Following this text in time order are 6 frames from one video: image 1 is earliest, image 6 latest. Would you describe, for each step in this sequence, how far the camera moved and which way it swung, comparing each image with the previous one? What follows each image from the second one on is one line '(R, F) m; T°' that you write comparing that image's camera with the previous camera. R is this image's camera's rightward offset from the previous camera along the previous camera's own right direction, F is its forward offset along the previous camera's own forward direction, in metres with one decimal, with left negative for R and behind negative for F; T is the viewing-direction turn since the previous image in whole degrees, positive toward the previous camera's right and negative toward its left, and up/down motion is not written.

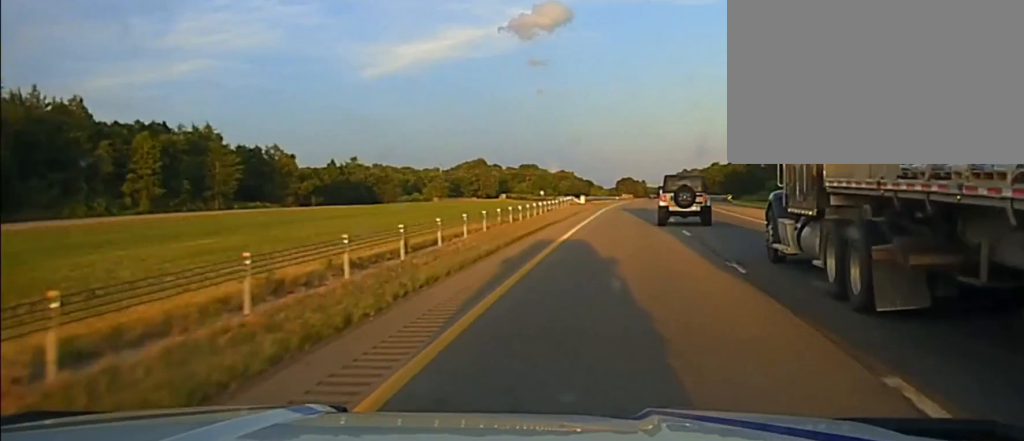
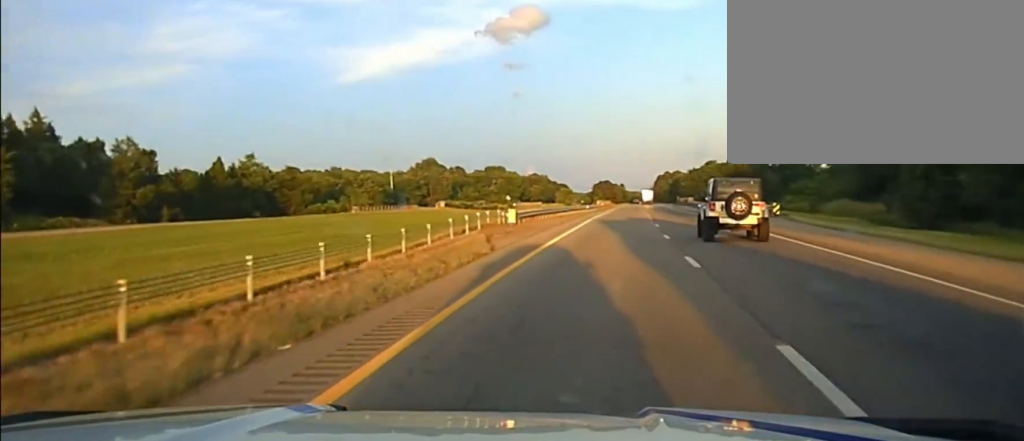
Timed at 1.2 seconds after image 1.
(0.0, +47.5) m; 0°
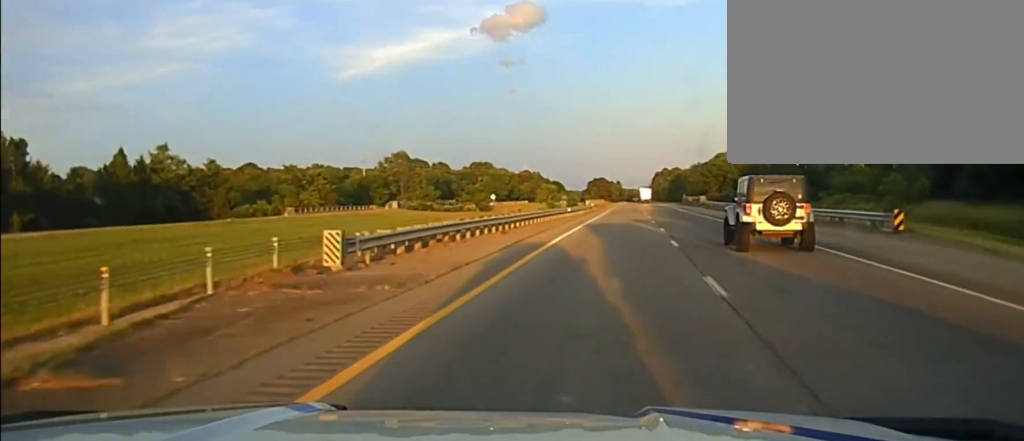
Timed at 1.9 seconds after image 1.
(0.0, +29.6) m; 0°
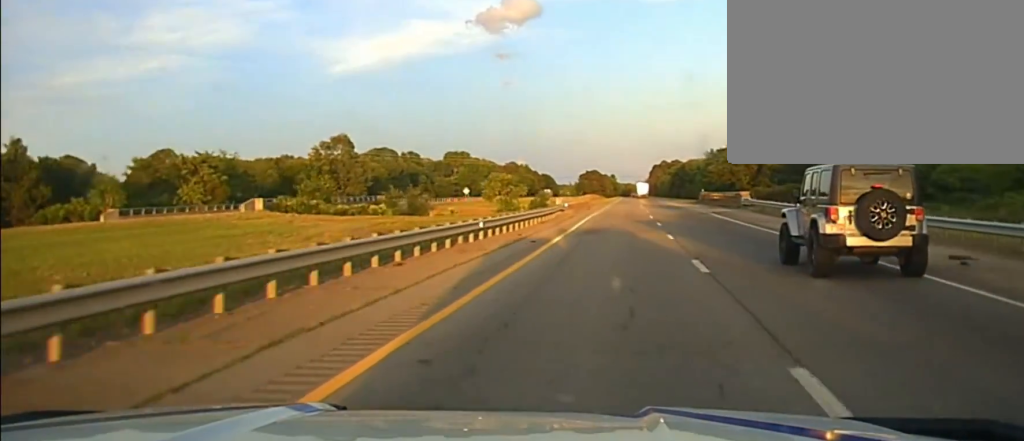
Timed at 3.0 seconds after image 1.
(0.0, +43.4) m; 0°
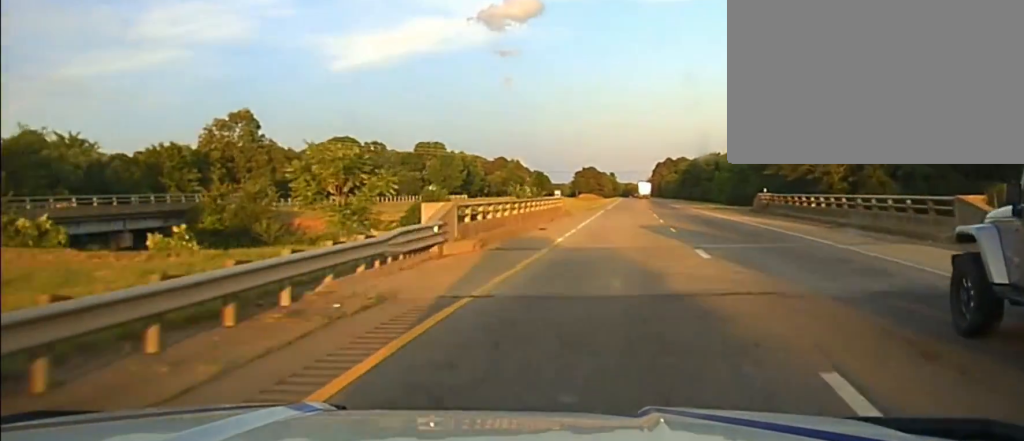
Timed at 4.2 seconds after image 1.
(0.0, +48.0) m; 0°
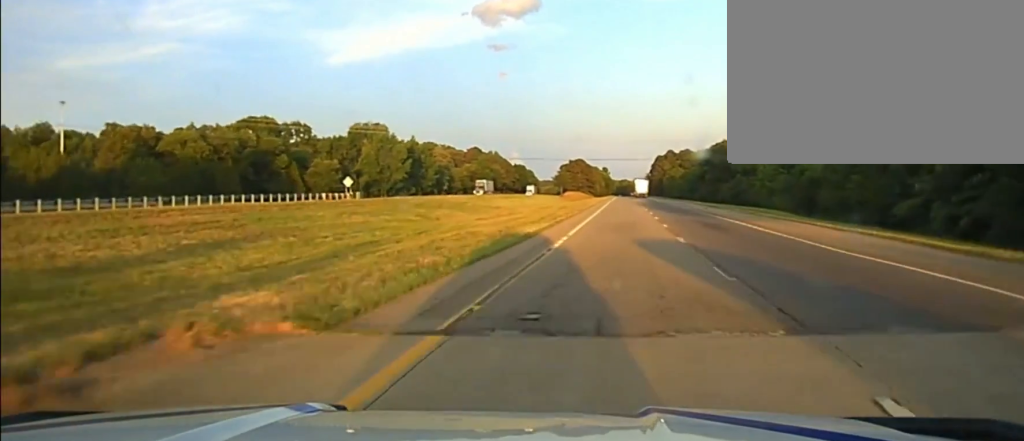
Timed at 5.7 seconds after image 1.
(0.0, +65.7) m; 0°
